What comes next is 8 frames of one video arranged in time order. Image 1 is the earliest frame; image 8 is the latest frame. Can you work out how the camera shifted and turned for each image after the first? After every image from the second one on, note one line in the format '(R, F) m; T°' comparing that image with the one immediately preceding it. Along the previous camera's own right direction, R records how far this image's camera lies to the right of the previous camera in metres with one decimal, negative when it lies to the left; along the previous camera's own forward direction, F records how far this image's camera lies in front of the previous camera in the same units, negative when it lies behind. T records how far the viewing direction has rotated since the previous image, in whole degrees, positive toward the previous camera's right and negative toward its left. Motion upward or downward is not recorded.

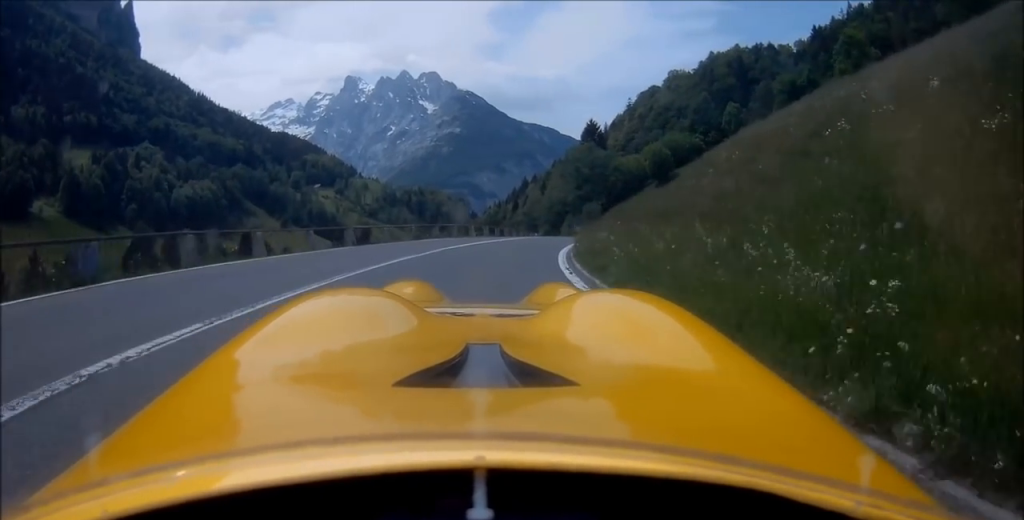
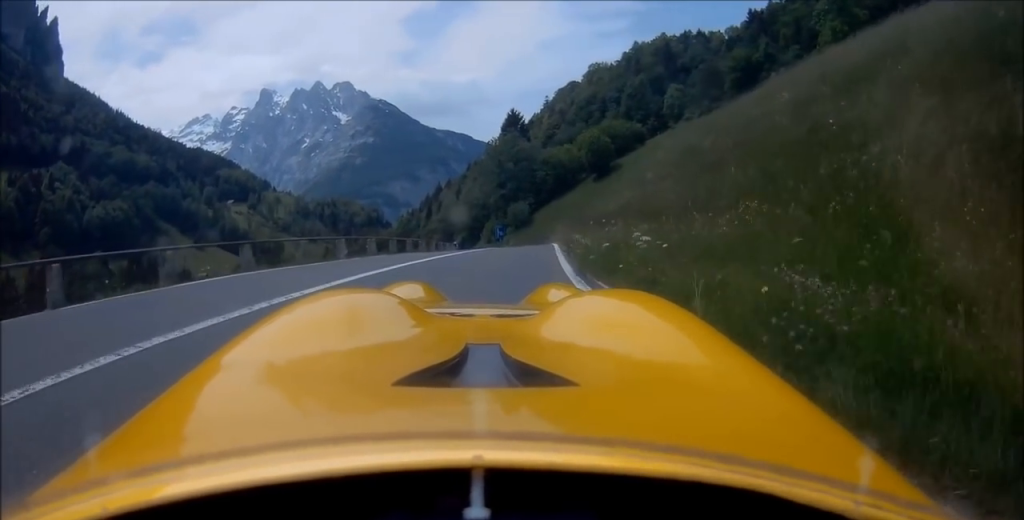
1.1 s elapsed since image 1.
(+0.7, +15.0) m; +4°
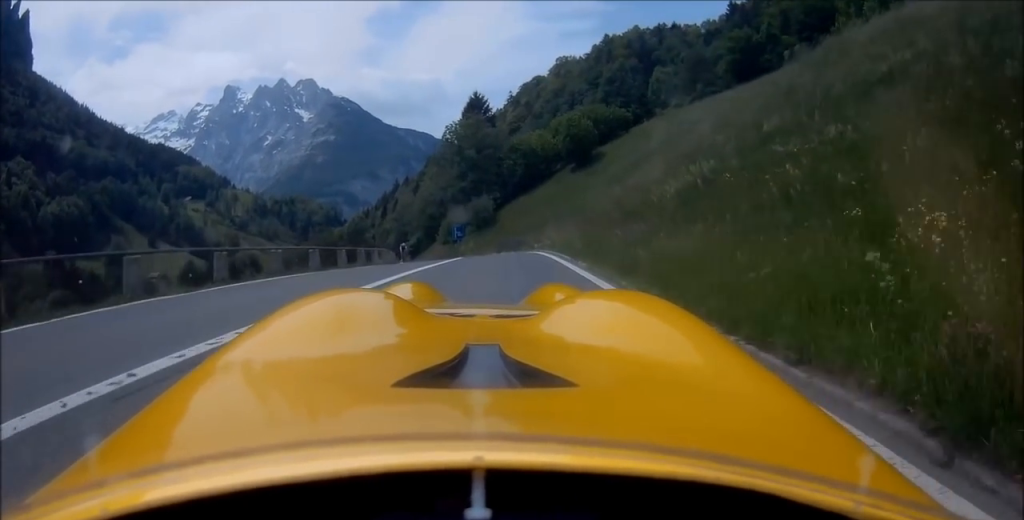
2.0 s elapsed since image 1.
(+0.3, +13.6) m; +1°
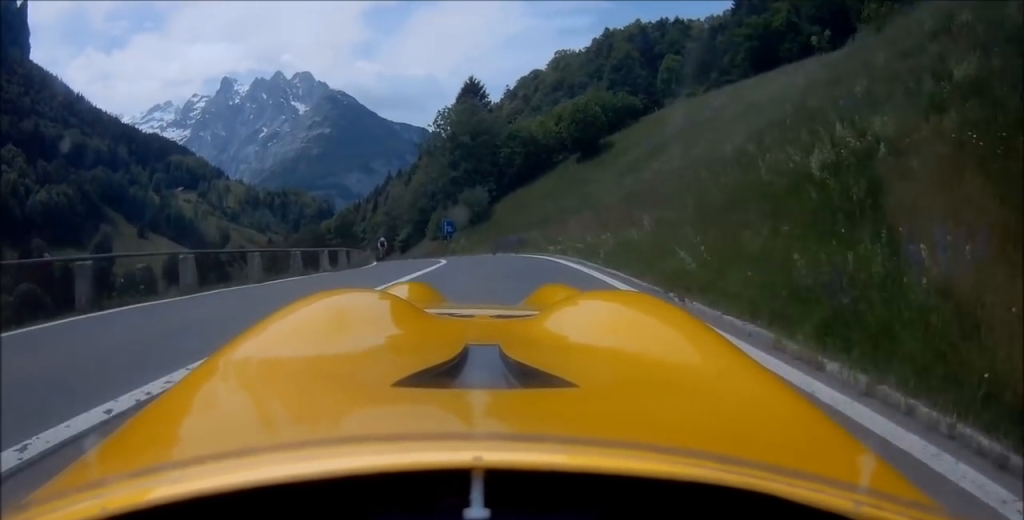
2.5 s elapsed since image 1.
(+0.3, +7.5) m; 0°
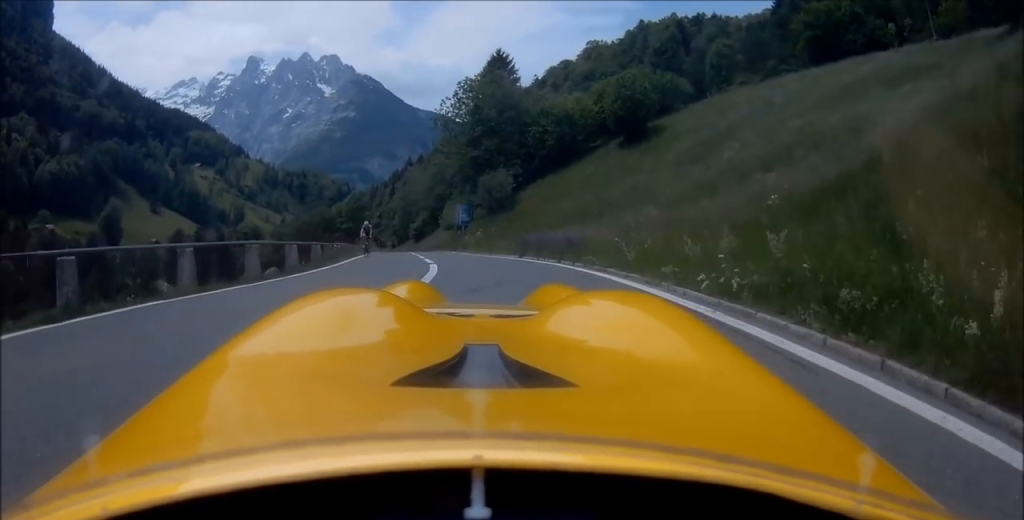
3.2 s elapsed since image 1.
(-0.3, +10.2) m; -1°
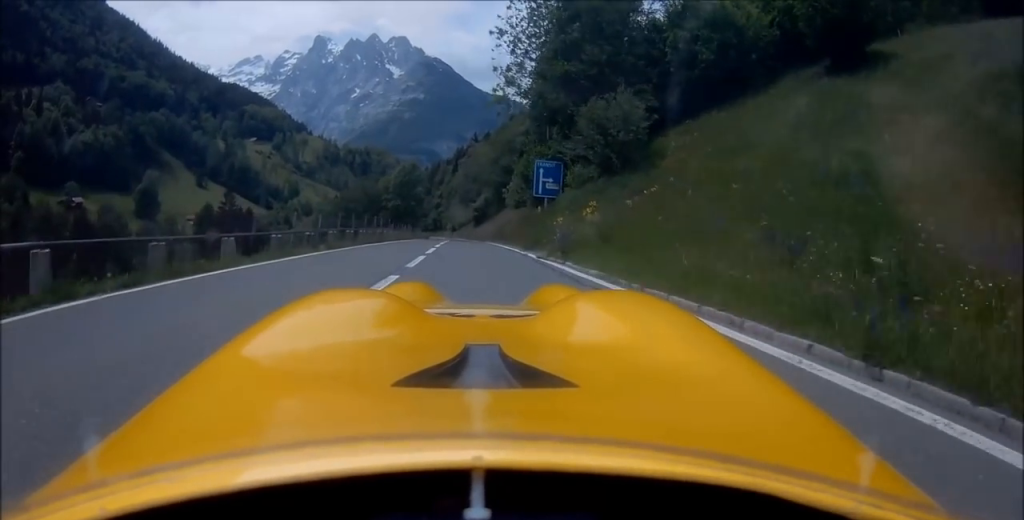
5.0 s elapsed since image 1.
(-0.1, +25.9) m; 0°
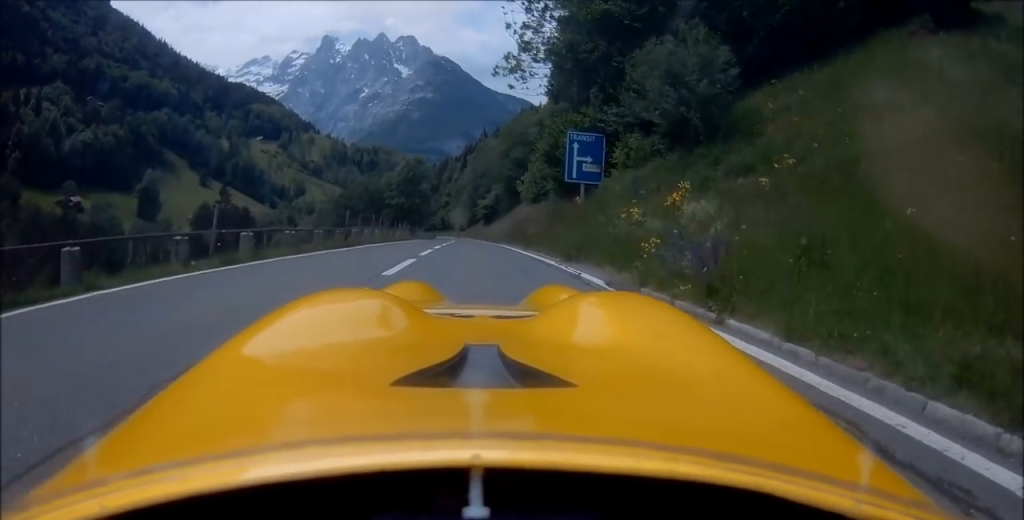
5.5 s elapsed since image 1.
(0.0, +8.6) m; 0°
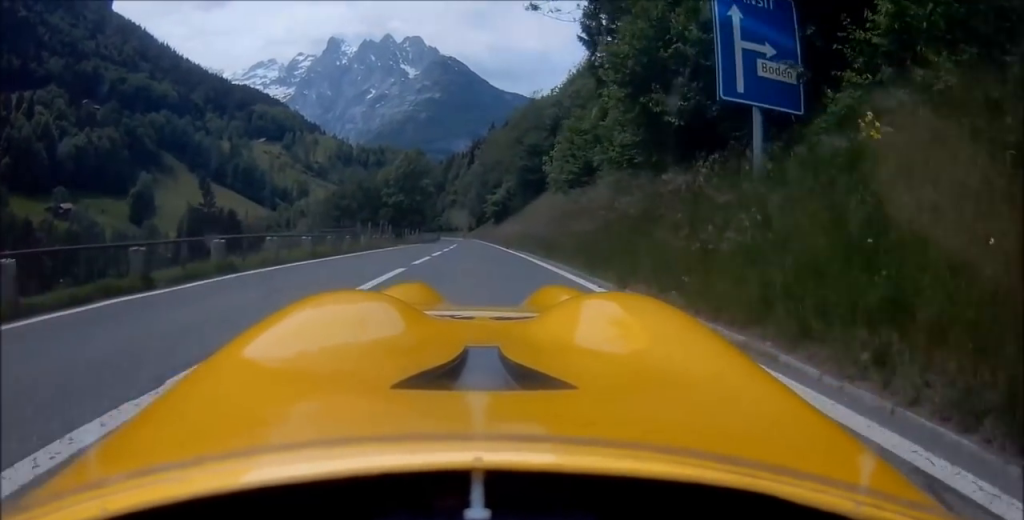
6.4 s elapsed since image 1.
(+0.1, +13.9) m; -2°
